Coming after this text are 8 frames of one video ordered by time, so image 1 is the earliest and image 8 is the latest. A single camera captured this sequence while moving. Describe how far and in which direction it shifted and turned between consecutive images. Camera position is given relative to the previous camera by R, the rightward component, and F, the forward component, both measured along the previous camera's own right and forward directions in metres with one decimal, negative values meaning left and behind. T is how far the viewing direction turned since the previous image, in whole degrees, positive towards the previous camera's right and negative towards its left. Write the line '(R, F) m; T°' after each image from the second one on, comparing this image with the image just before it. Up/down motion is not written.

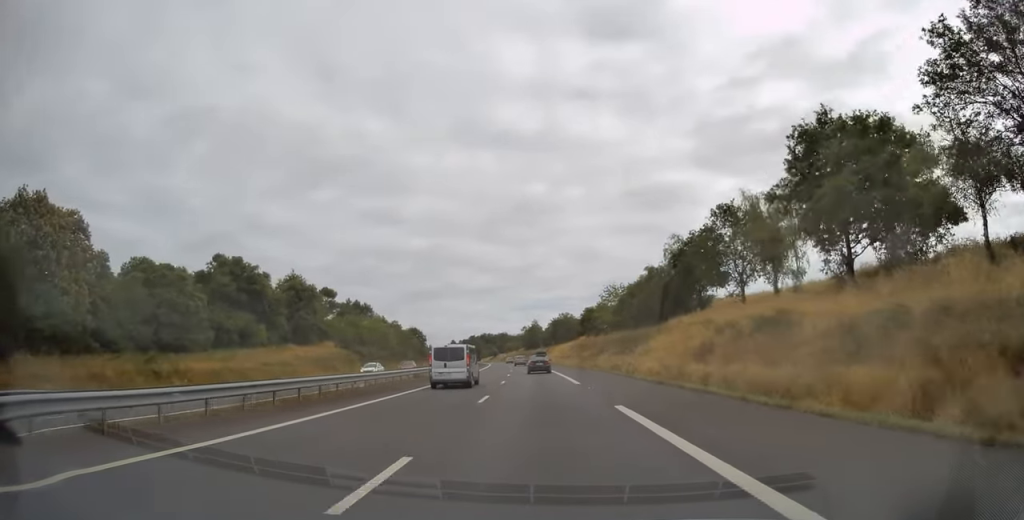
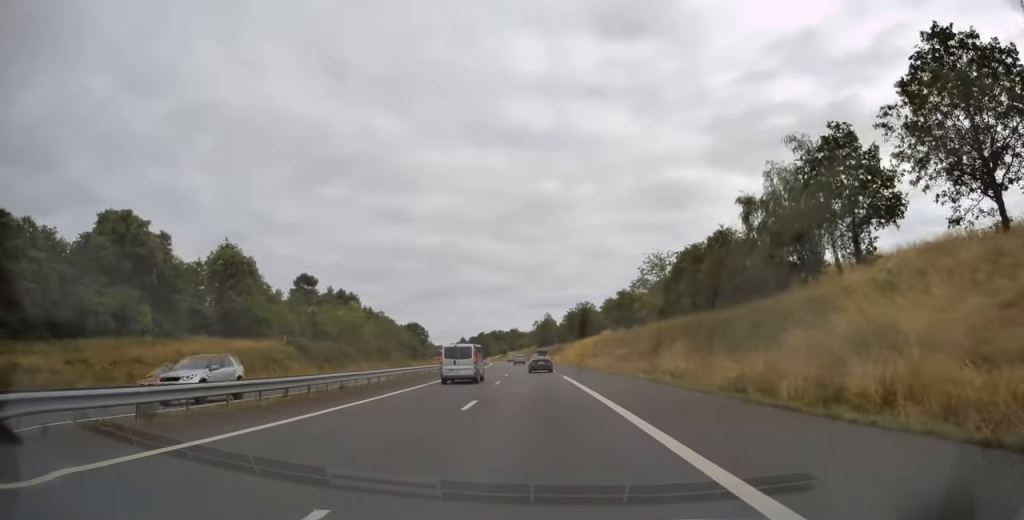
(-0.3, +28.8) m; -1°
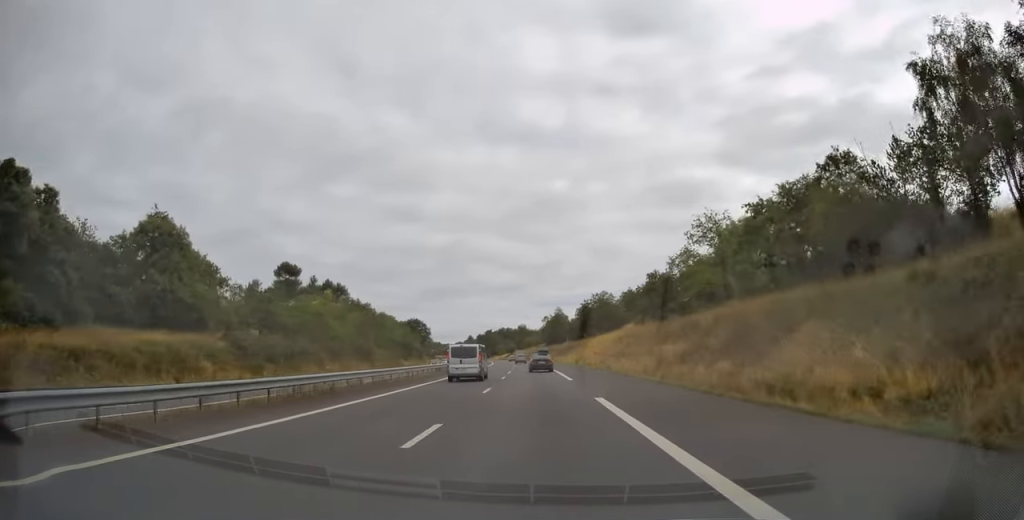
(-0.1, +19.2) m; -1°
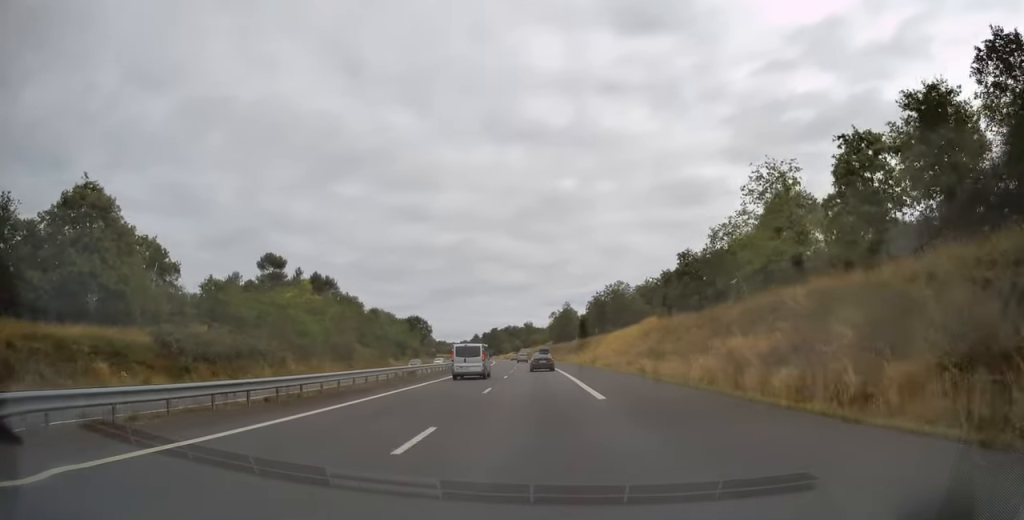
(-0.2, +13.5) m; 0°
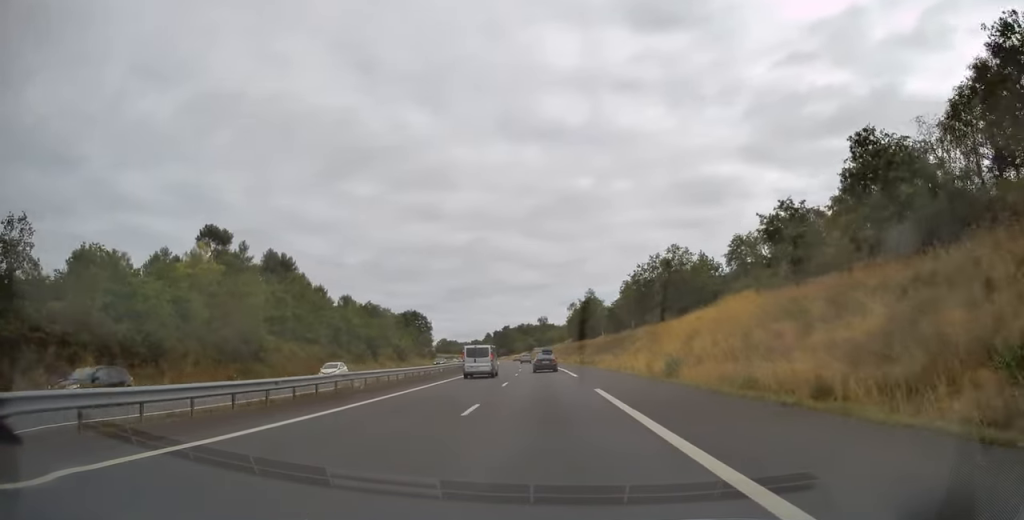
(-0.3, +33.4) m; -1°
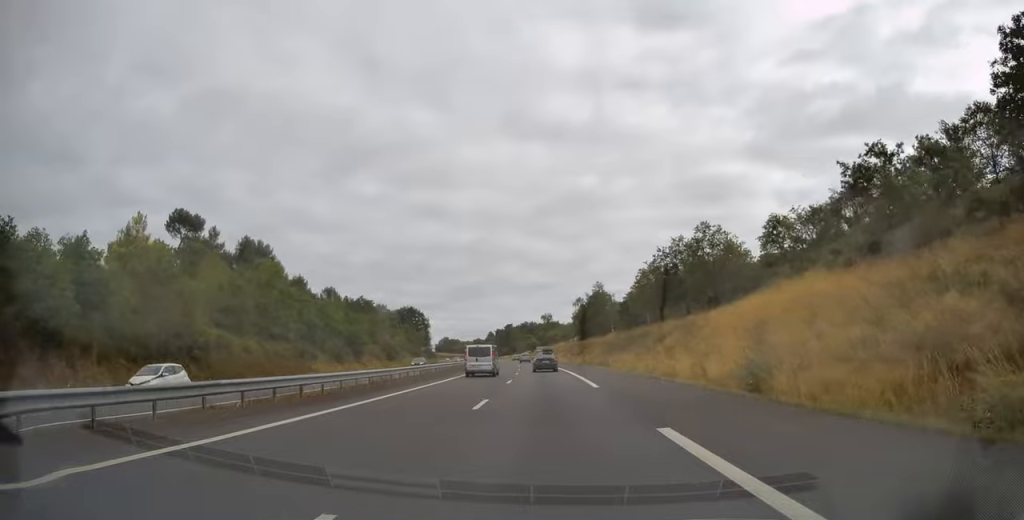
(+0.1, +11.6) m; 0°
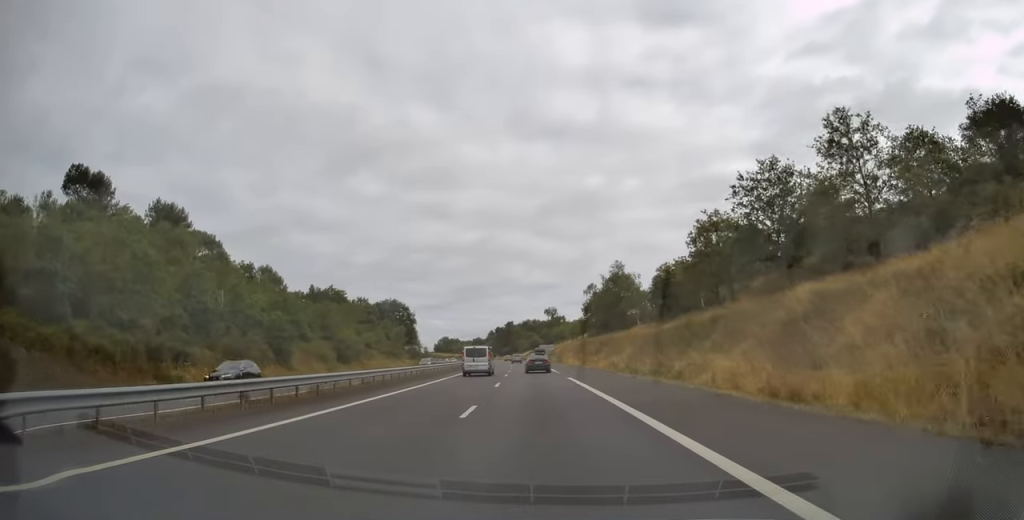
(-0.4, +27.8) m; -1°
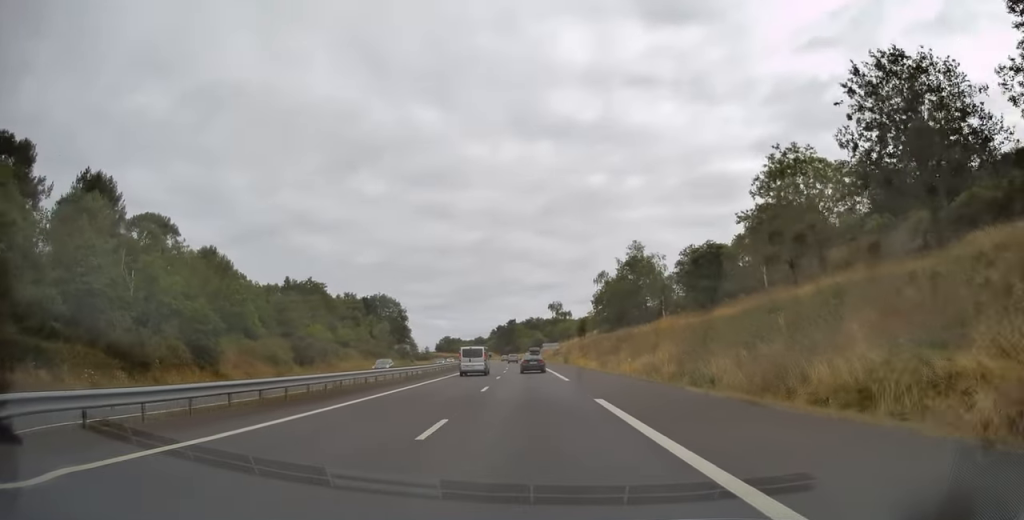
(-0.1, +16.1) m; 0°
